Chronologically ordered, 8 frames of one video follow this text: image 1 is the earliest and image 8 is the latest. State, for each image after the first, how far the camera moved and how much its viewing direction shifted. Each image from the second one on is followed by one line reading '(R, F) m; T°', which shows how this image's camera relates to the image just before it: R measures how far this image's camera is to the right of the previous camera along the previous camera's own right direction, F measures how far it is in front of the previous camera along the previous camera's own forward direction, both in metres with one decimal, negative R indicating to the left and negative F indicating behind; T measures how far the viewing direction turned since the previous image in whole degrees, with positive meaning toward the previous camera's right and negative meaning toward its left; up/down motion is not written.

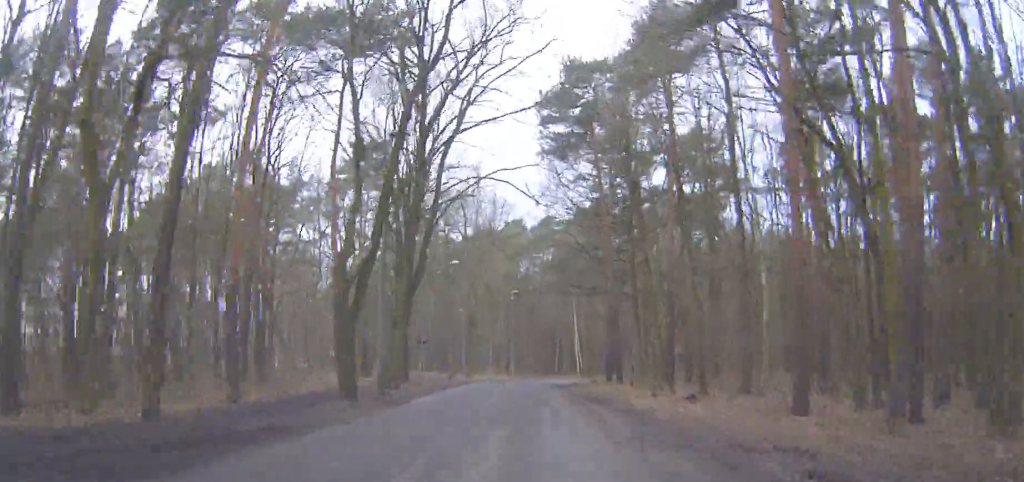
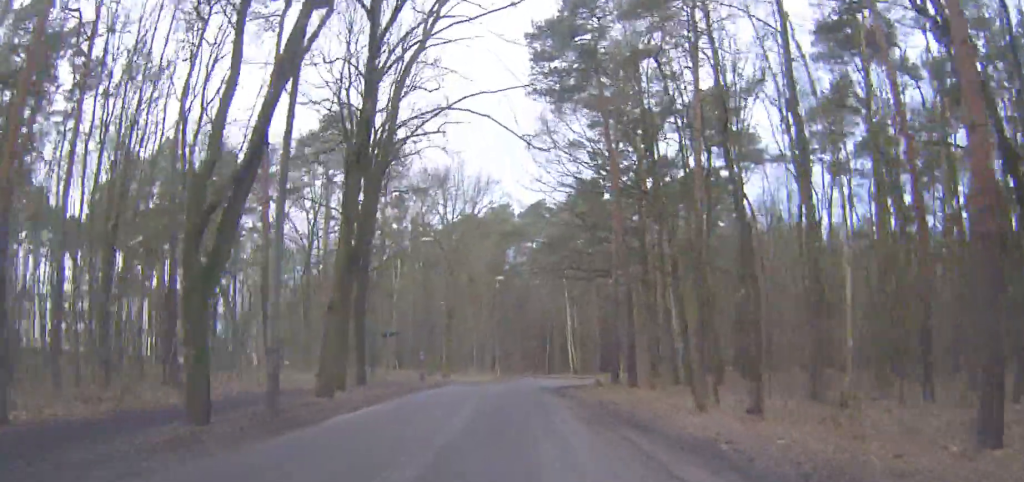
(-0.2, +7.9) m; -5°
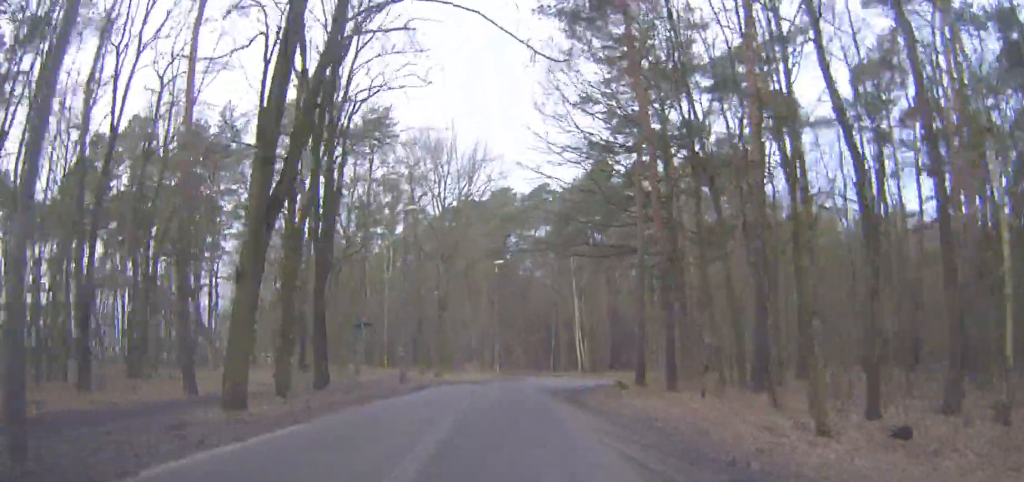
(-0.4, +7.1) m; -1°
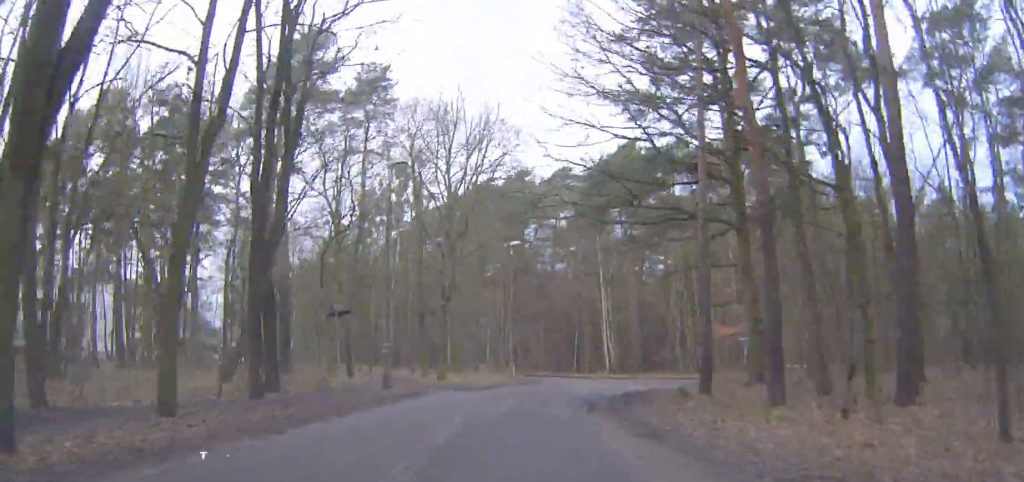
(+0.3, +8.0) m; +4°
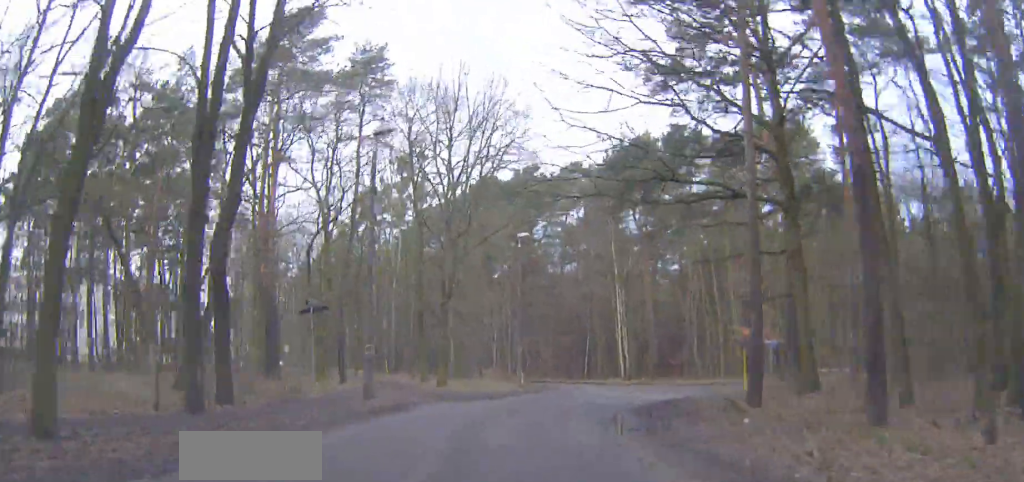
(-0.1, +4.1) m; +3°
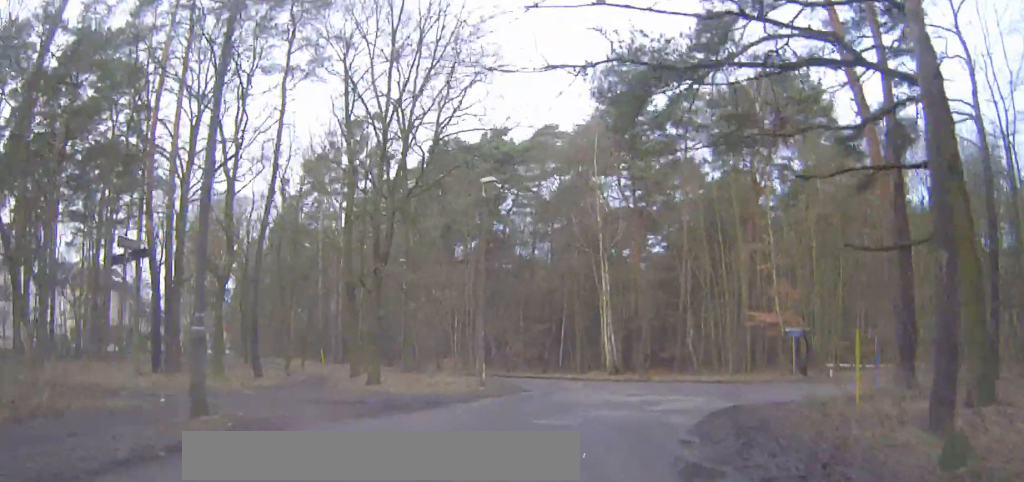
(+0.5, +9.3) m; 0°
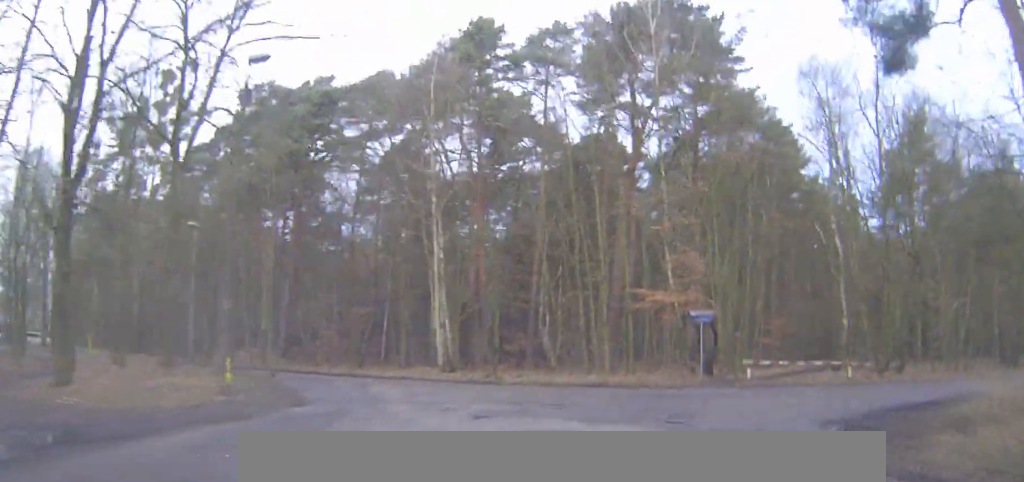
(-0.1, +11.3) m; +5°
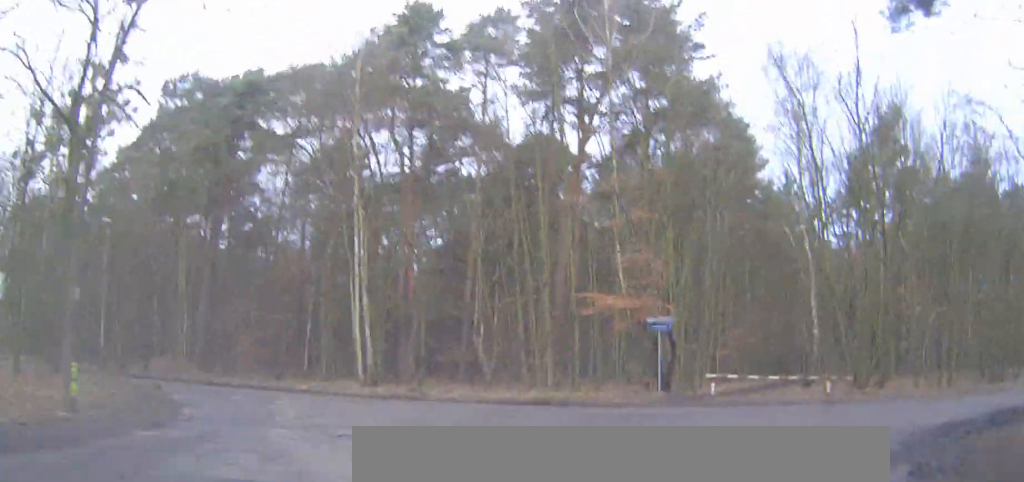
(+0.1, +4.1) m; +5°
